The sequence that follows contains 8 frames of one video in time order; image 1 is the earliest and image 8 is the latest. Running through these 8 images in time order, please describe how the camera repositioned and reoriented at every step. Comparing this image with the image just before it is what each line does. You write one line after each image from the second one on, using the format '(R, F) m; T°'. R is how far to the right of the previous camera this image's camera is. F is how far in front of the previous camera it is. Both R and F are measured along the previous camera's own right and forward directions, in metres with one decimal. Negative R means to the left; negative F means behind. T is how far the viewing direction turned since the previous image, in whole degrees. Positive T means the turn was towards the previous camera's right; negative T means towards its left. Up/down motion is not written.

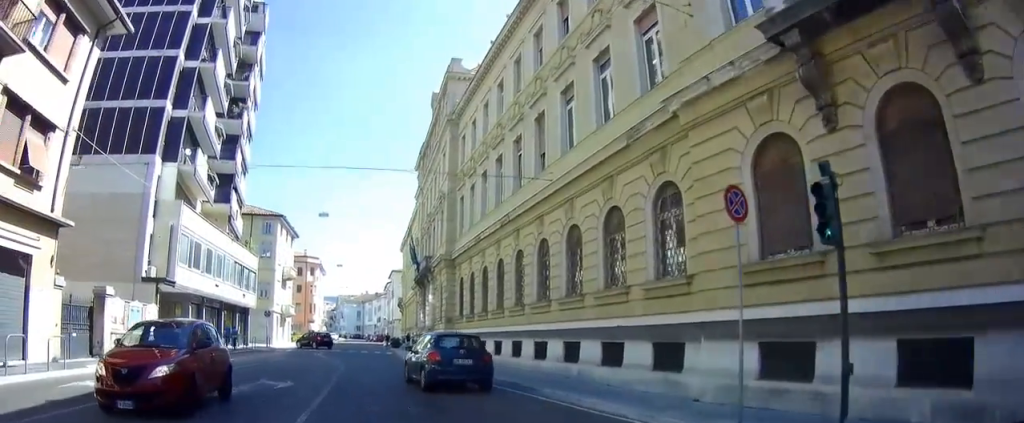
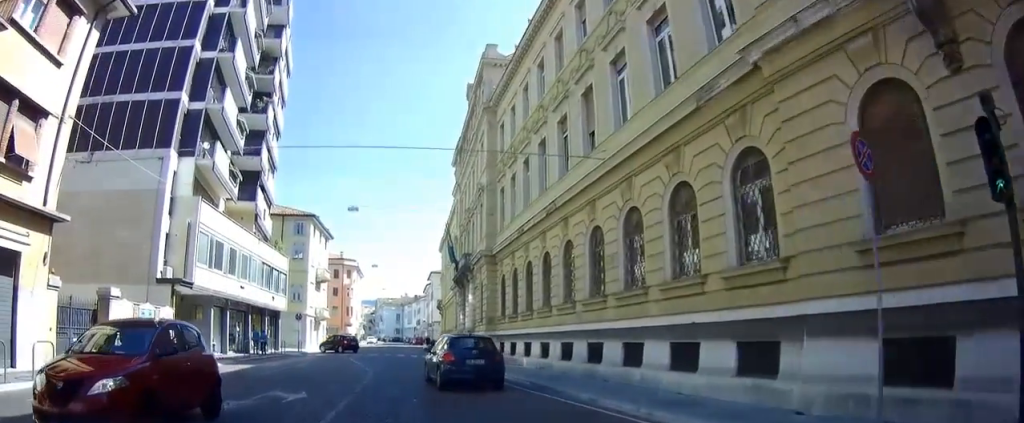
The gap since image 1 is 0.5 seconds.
(+0.1, +2.2) m; -9°
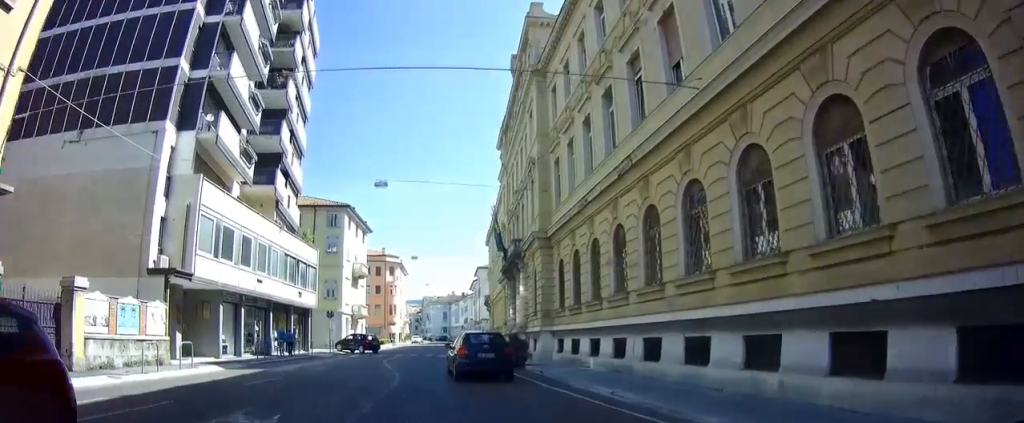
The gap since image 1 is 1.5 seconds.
(-1.0, +4.3) m; -15°
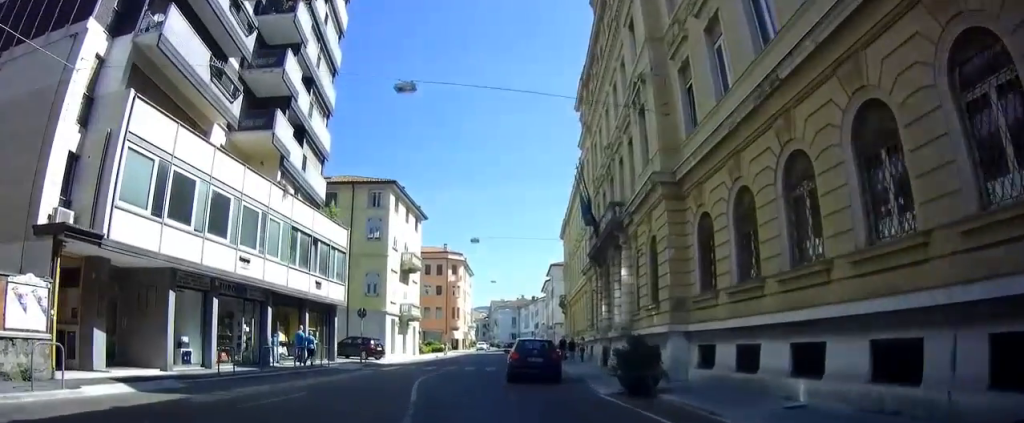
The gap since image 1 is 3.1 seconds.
(-0.6, +8.8) m; -5°
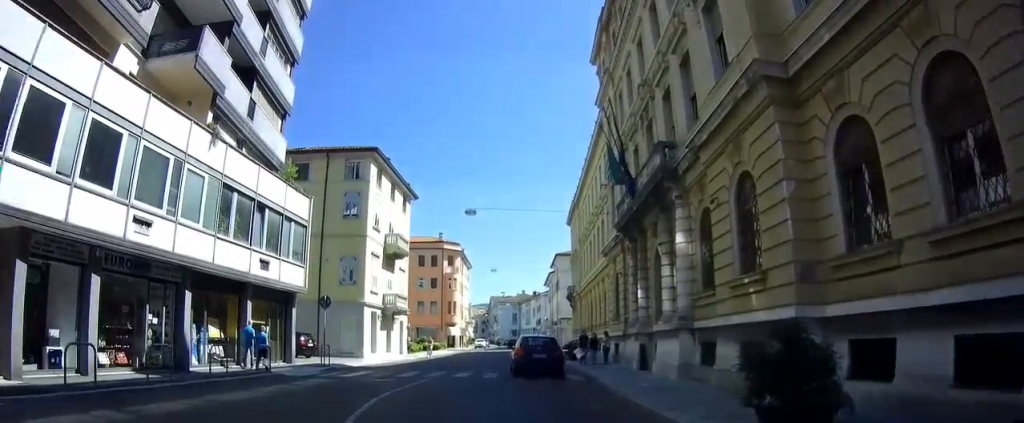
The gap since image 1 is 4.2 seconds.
(-0.2, +6.6) m; -3°
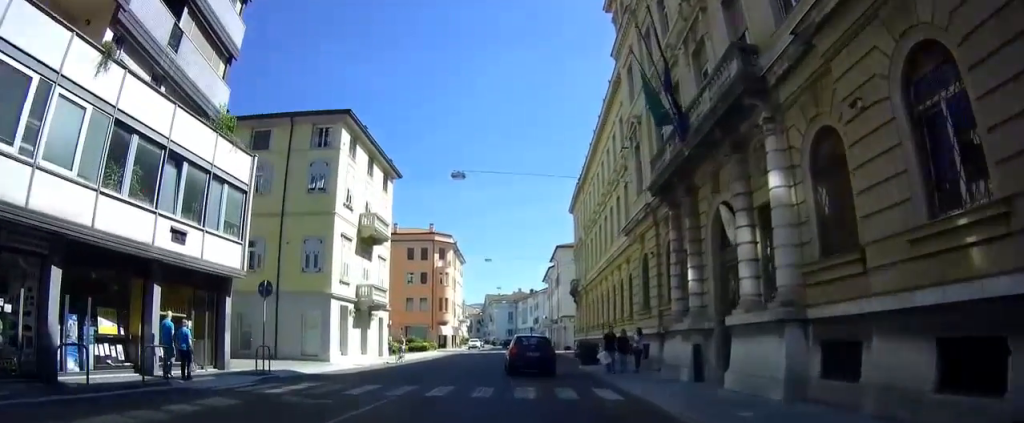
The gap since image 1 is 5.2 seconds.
(-0.1, +6.0) m; -1°
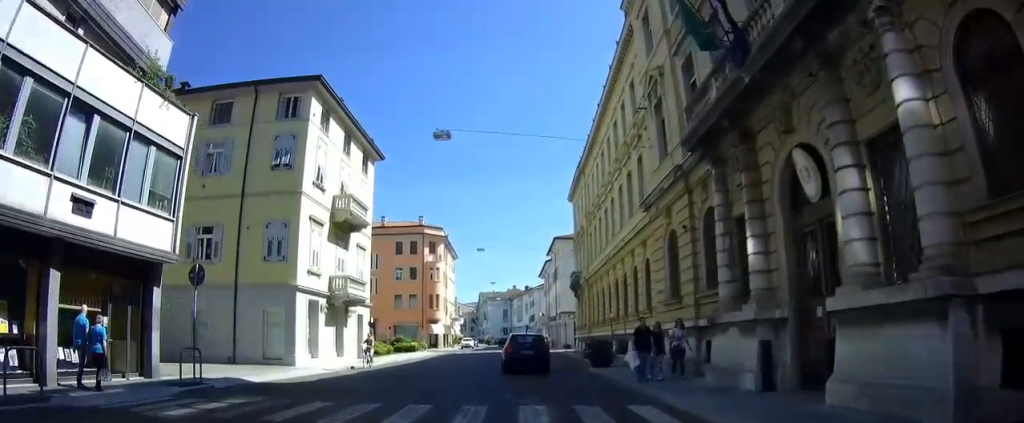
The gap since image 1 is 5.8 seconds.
(0.0, +4.0) m; 0°
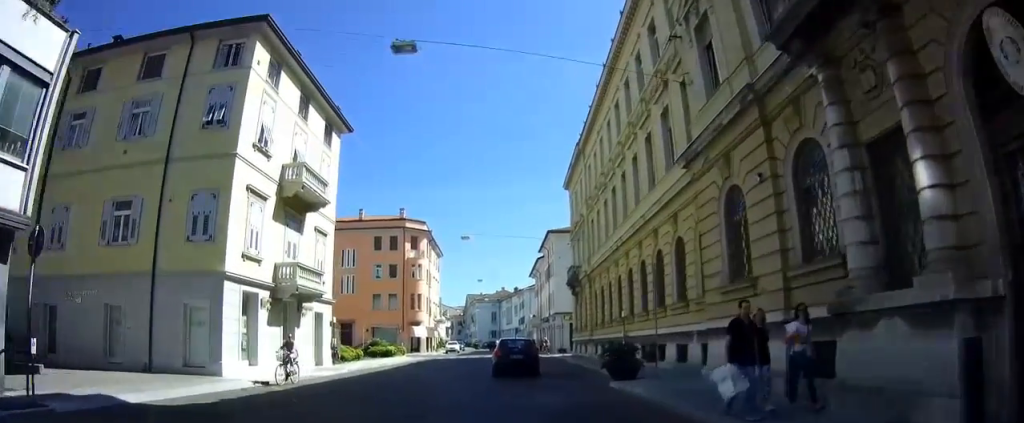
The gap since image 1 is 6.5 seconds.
(-0.1, +5.3) m; +2°
